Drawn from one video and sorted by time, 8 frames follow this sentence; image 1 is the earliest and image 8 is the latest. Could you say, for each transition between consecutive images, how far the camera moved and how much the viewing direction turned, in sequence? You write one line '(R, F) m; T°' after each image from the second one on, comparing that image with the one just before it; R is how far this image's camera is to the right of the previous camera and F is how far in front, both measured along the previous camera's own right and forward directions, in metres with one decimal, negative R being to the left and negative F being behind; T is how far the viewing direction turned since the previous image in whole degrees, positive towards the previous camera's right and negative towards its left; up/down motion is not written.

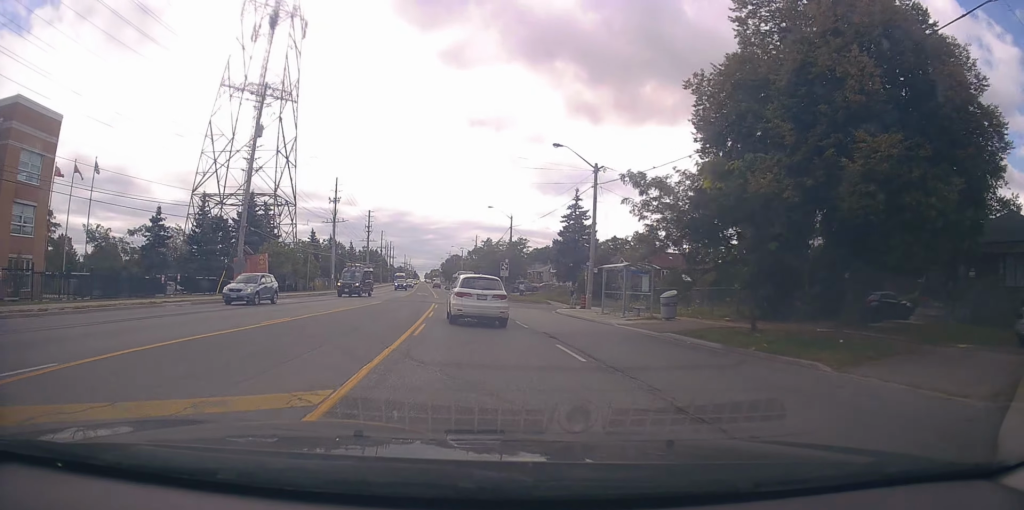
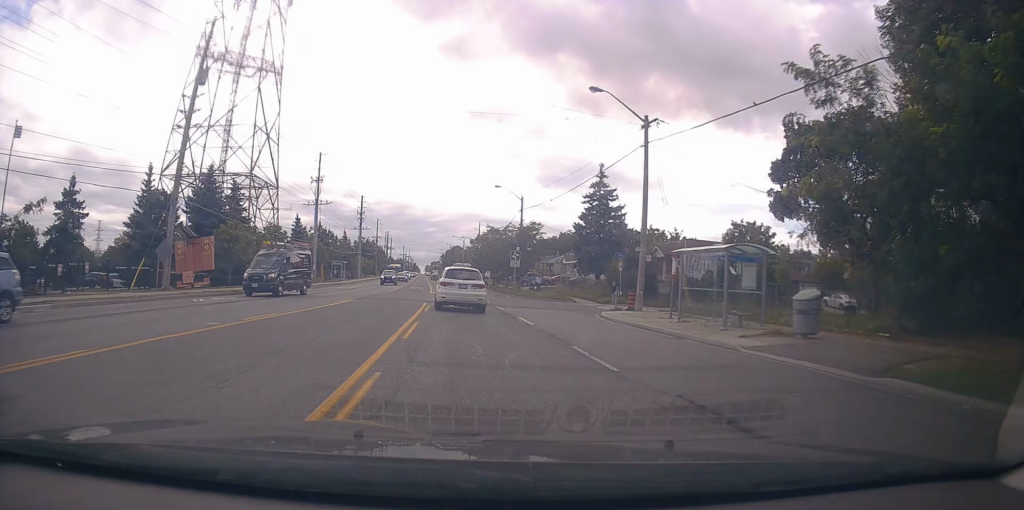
(-0.1, +10.7) m; 0°
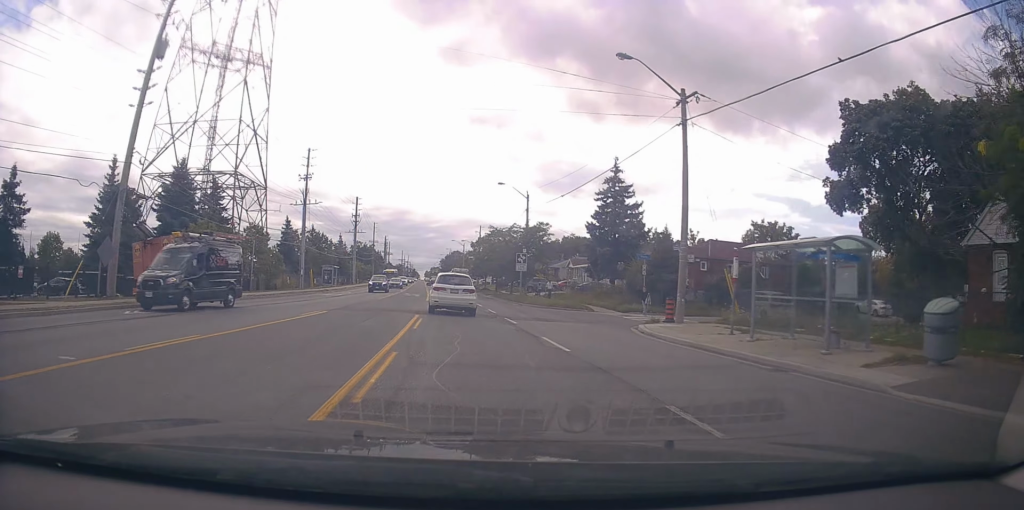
(0.0, +5.3) m; 0°
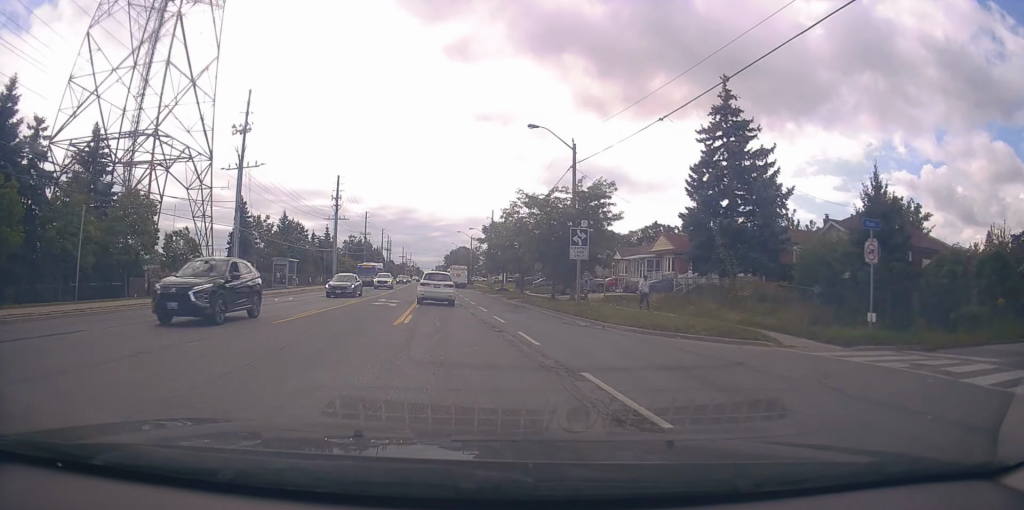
(+0.4, +20.8) m; +1°
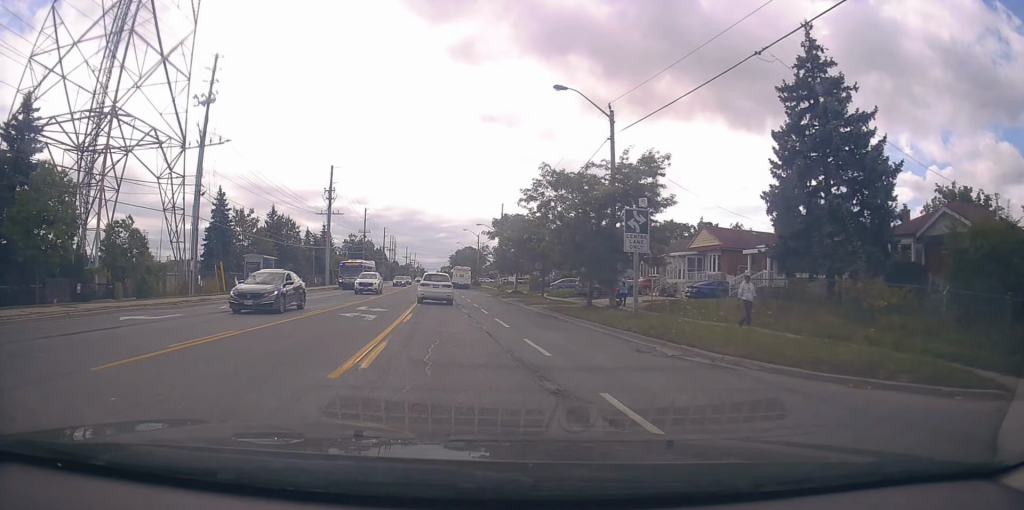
(-0.1, +7.9) m; -1°
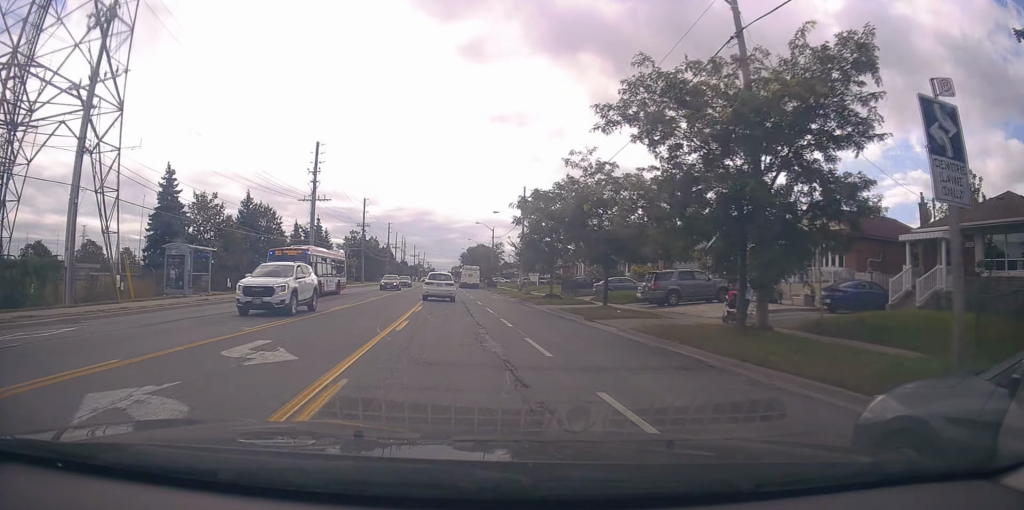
(-0.1, +13.3) m; -1°
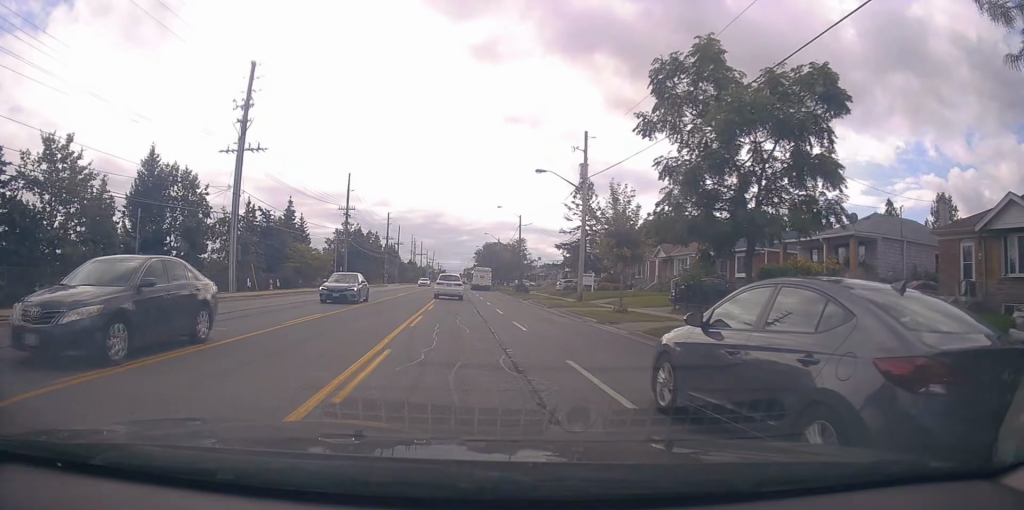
(-0.3, +24.5) m; -2°
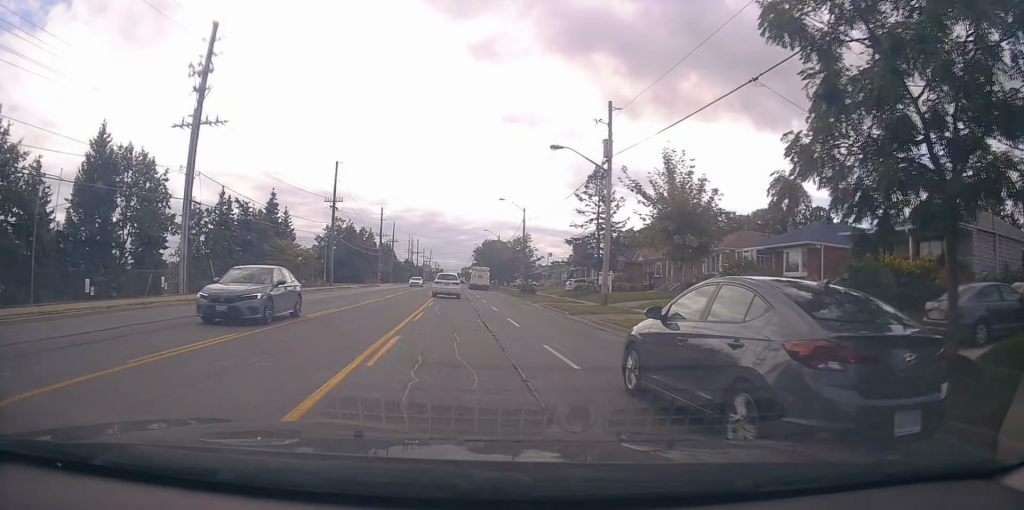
(-0.2, +6.8) m; -1°
